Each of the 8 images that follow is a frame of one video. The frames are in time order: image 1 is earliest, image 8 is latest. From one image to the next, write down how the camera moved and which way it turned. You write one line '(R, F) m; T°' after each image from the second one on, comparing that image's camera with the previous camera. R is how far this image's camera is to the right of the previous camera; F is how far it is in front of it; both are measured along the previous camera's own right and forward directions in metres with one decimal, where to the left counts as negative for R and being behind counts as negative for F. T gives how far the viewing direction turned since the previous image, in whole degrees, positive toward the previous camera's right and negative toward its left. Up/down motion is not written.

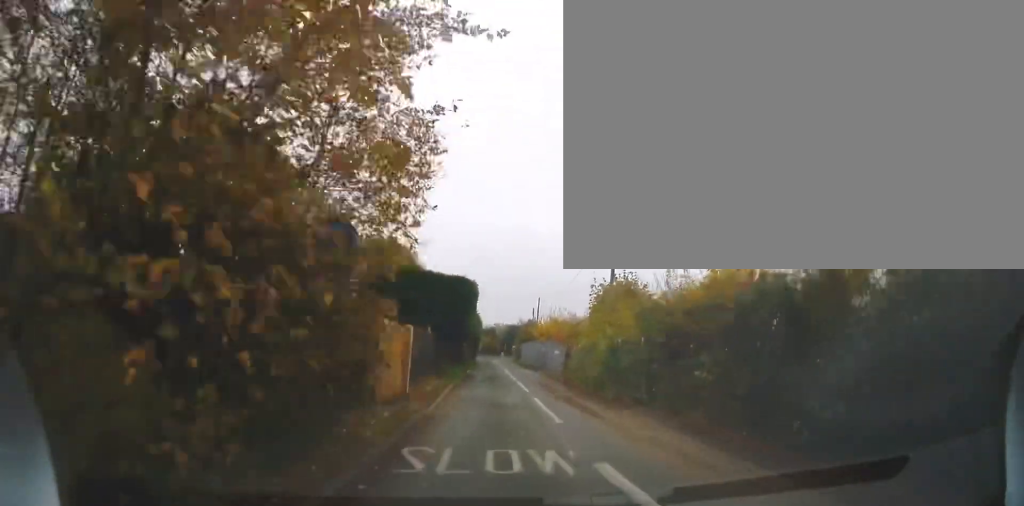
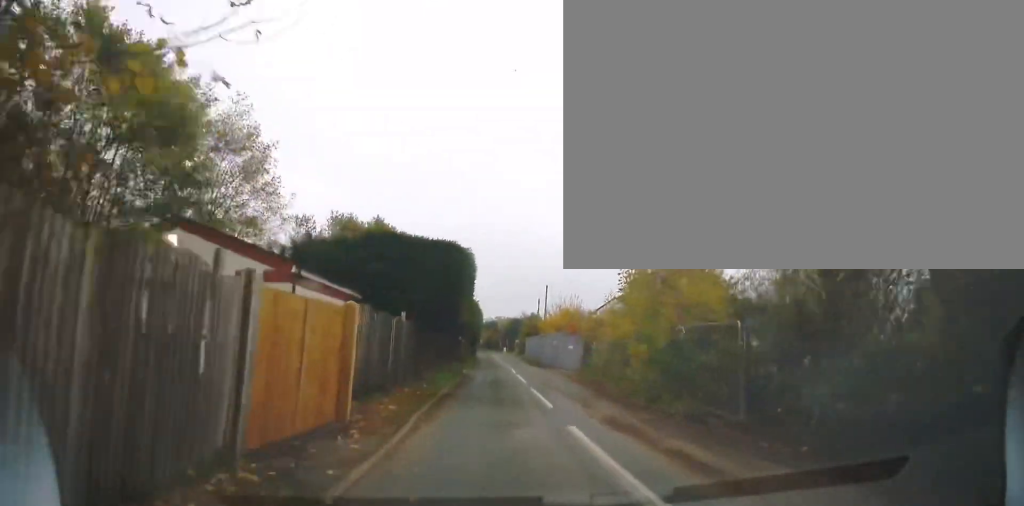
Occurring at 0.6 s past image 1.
(-0.1, +7.1) m; 0°
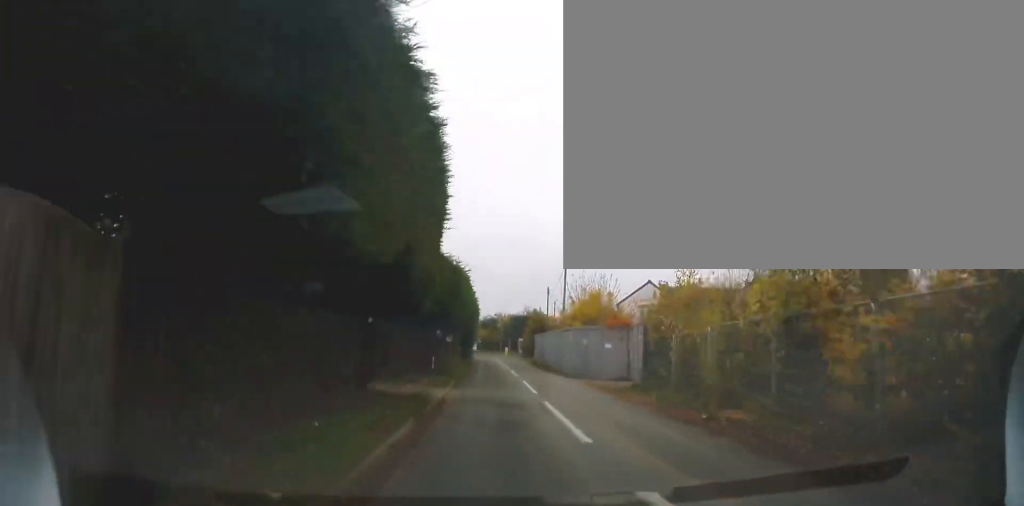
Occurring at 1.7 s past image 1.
(0.0, +14.1) m; 0°
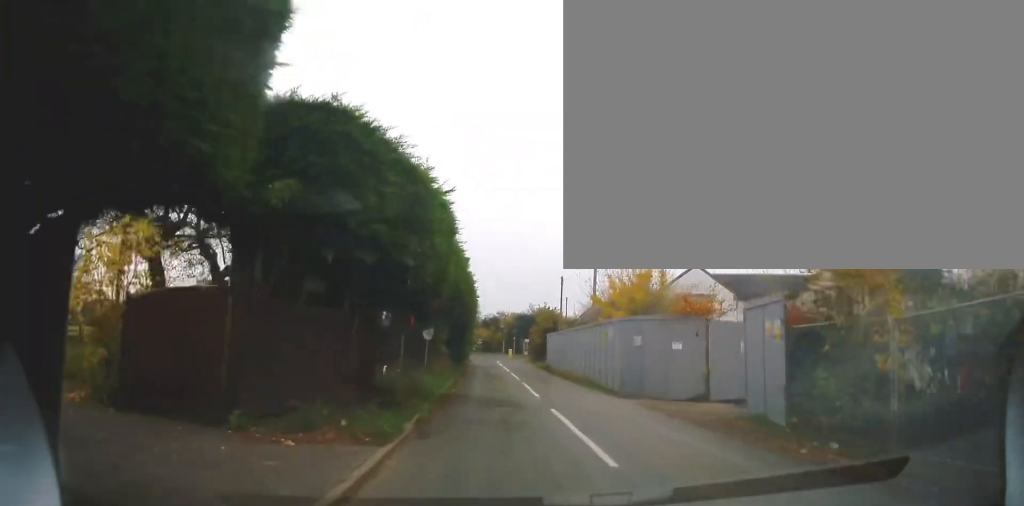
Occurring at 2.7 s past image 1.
(0.0, +10.9) m; +2°
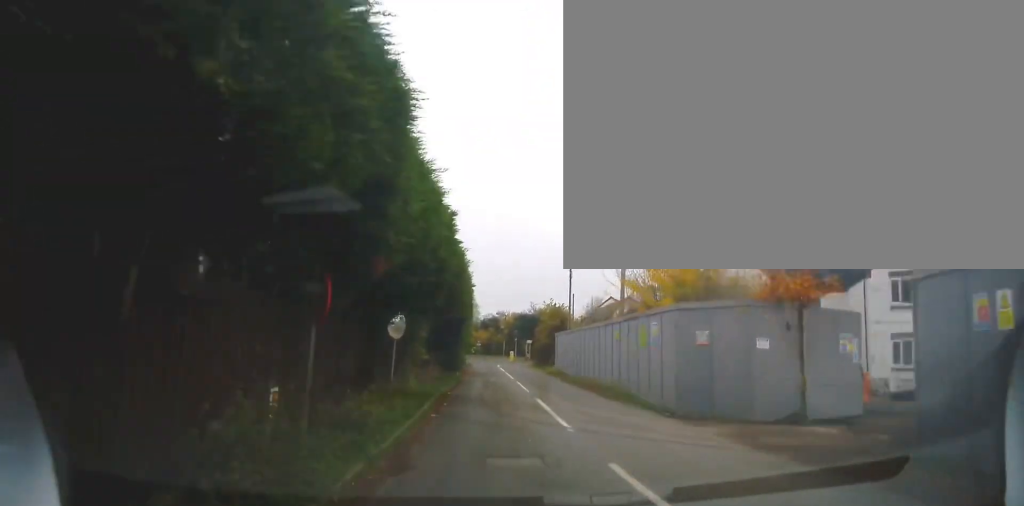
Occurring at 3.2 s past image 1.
(+0.2, +6.2) m; -1°
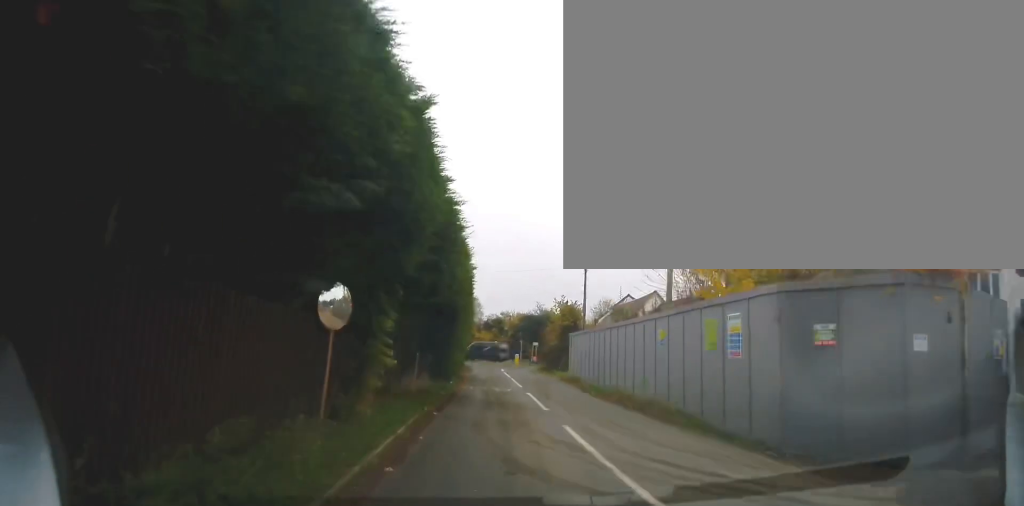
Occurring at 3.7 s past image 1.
(+0.3, +5.4) m; -1°
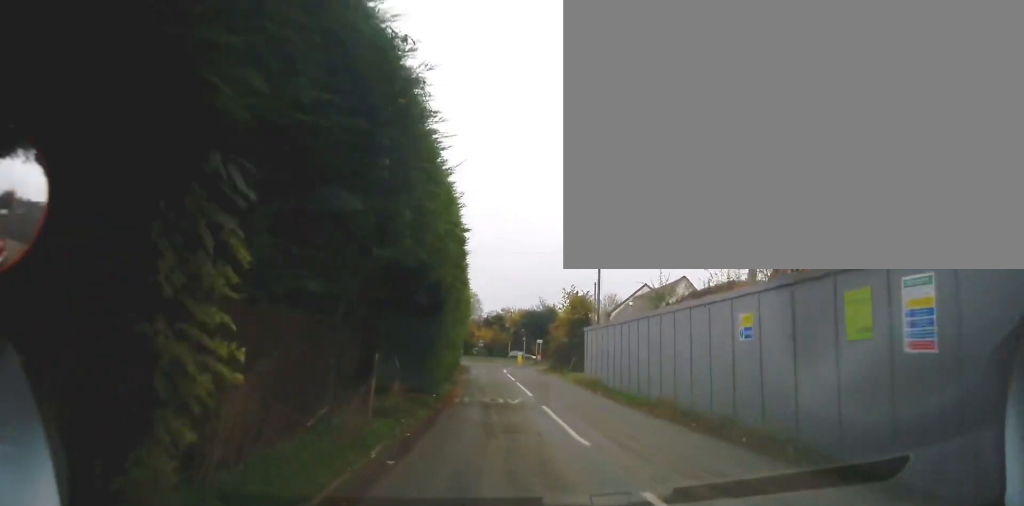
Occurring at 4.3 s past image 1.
(-0.4, +5.4) m; -1°
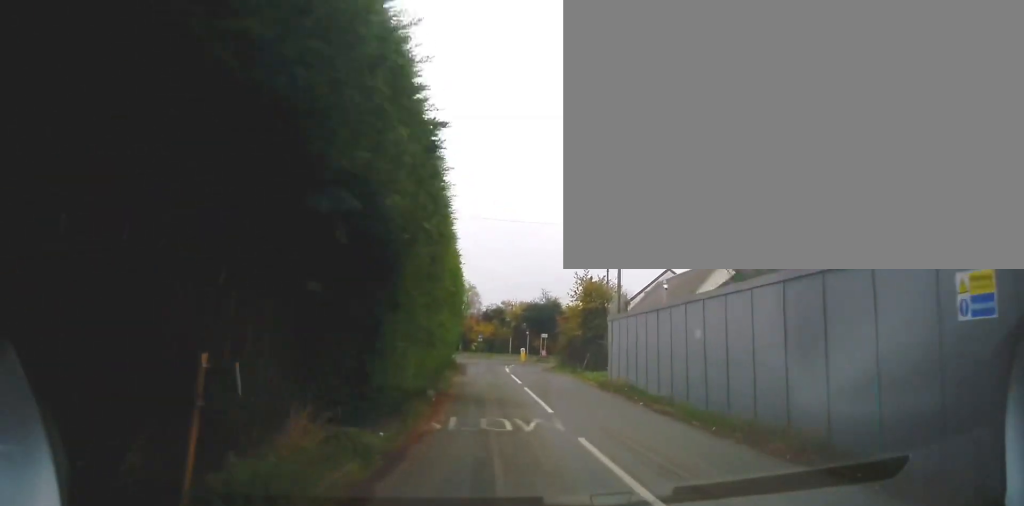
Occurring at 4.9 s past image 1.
(-0.2, +6.0) m; -1°
